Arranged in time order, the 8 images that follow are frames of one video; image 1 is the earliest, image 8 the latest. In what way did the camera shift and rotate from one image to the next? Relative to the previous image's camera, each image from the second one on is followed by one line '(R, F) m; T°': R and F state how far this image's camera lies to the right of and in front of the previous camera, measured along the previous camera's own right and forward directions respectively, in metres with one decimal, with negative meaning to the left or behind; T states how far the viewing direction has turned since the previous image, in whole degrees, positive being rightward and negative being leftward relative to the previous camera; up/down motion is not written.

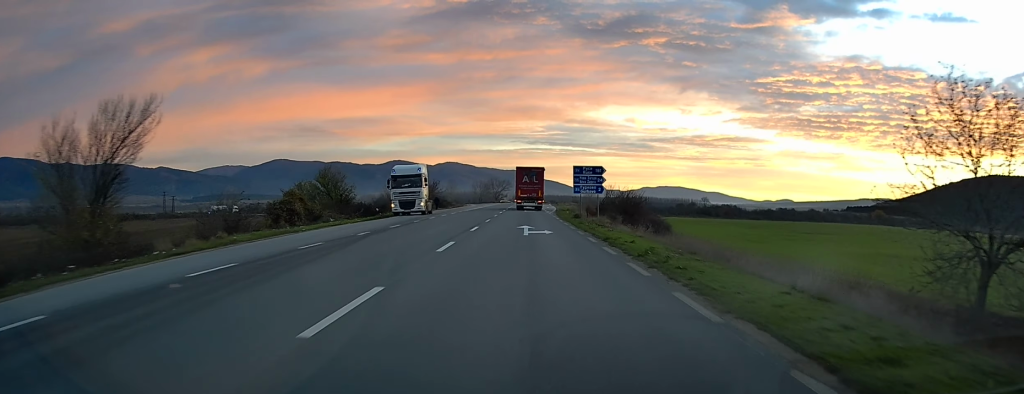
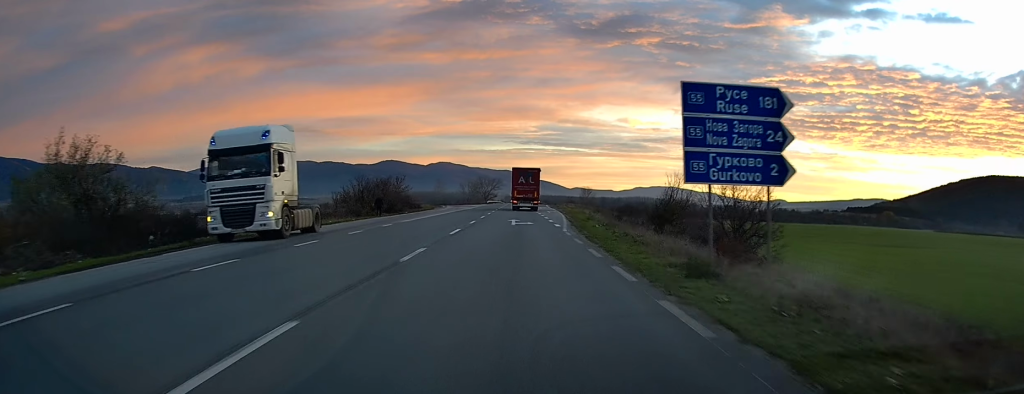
(+0.5, +29.0) m; +1°
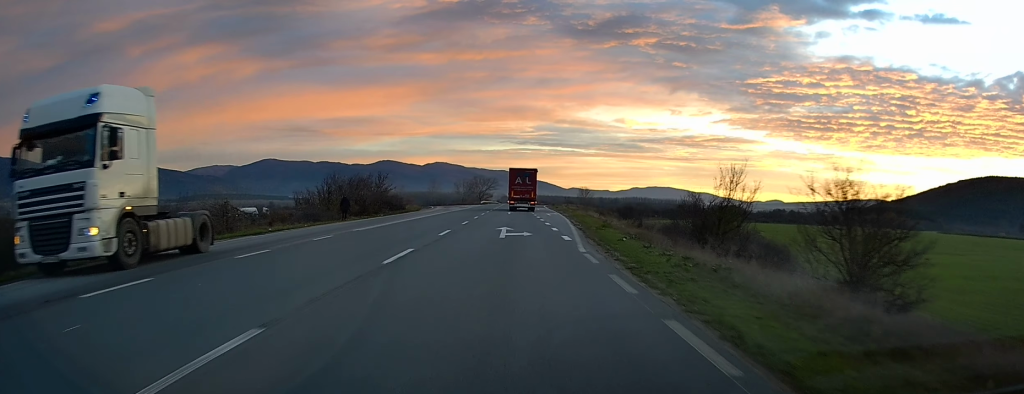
(+0.2, +9.4) m; 0°
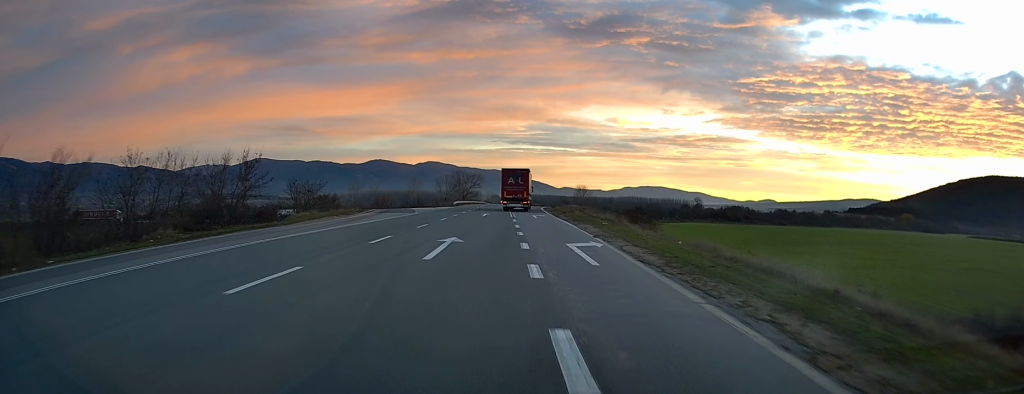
(-0.1, +39.6) m; +1°
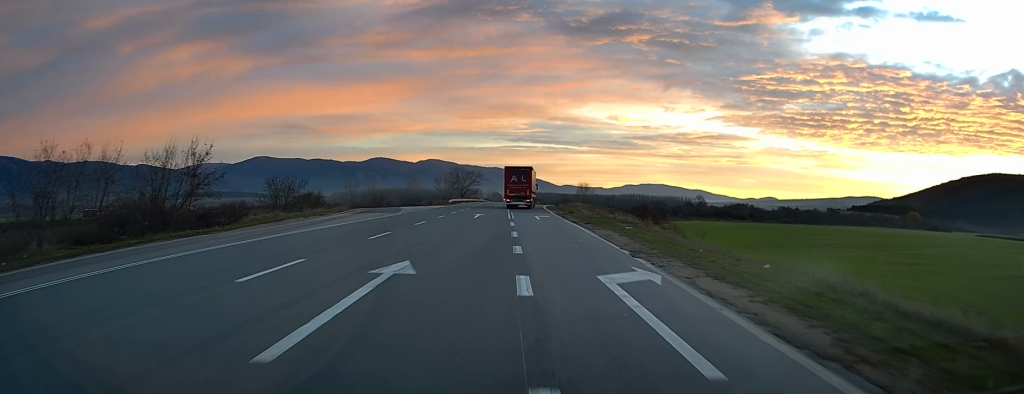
(0.0, +7.9) m; 0°
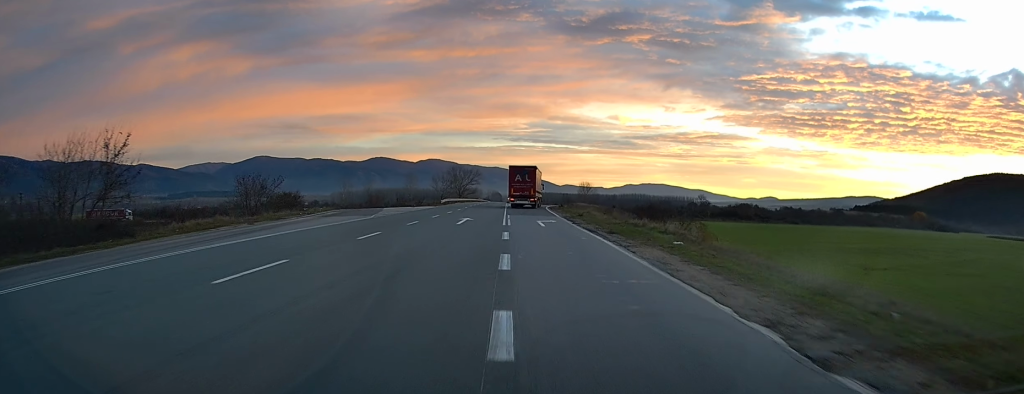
(0.0, +9.1) m; 0°
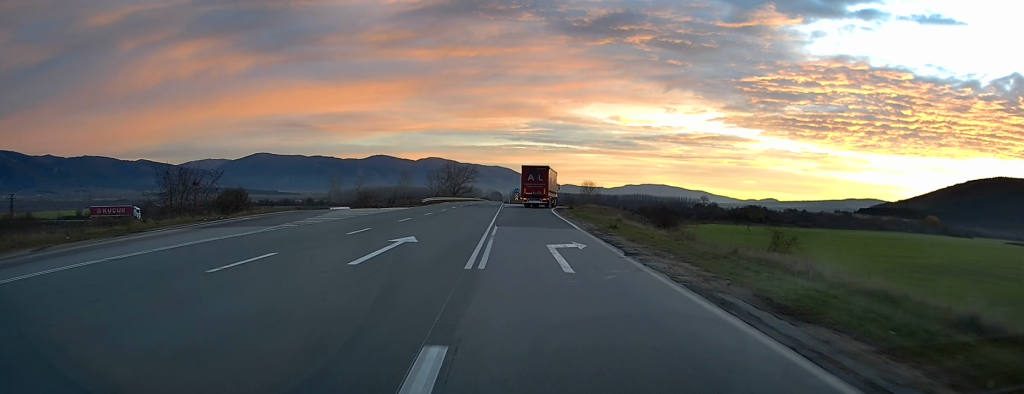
(0.0, +16.9) m; 0°
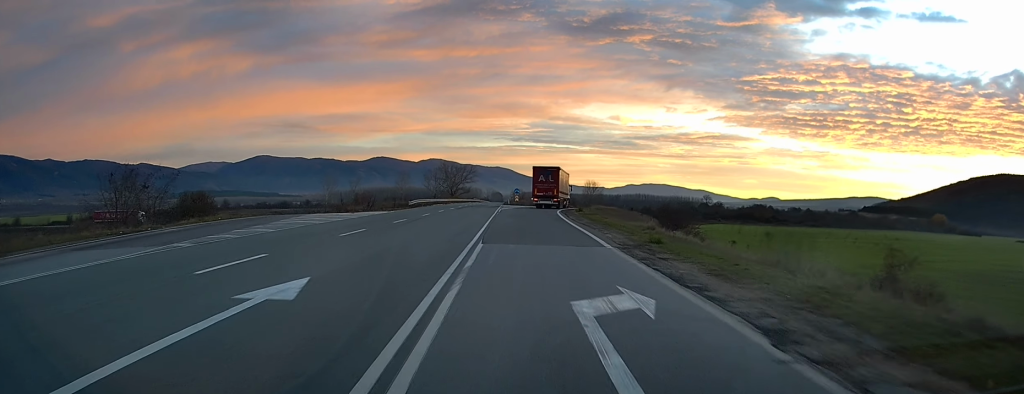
(0.0, +8.8) m; 0°
